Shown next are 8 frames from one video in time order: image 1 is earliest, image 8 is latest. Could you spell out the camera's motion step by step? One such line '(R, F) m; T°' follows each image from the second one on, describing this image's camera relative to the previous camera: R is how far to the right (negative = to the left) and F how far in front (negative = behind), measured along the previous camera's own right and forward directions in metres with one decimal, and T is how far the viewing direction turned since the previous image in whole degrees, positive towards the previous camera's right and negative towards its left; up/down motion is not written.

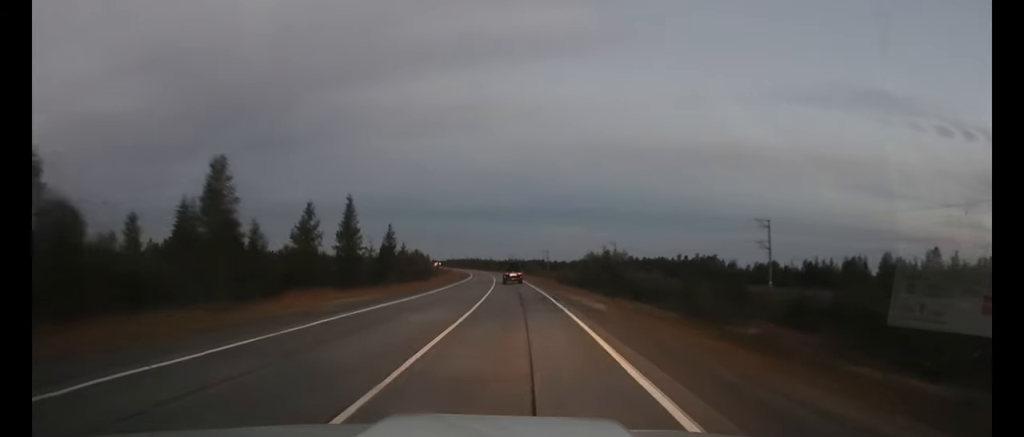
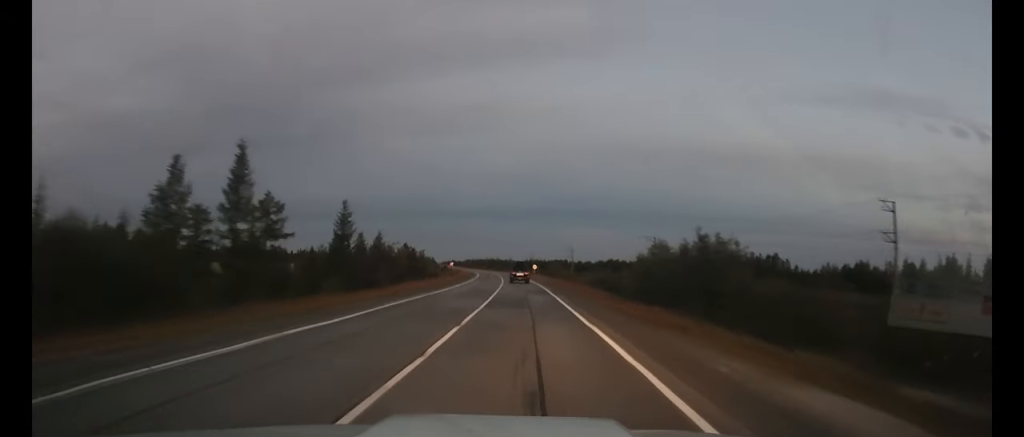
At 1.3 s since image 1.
(-0.5, +29.1) m; -2°
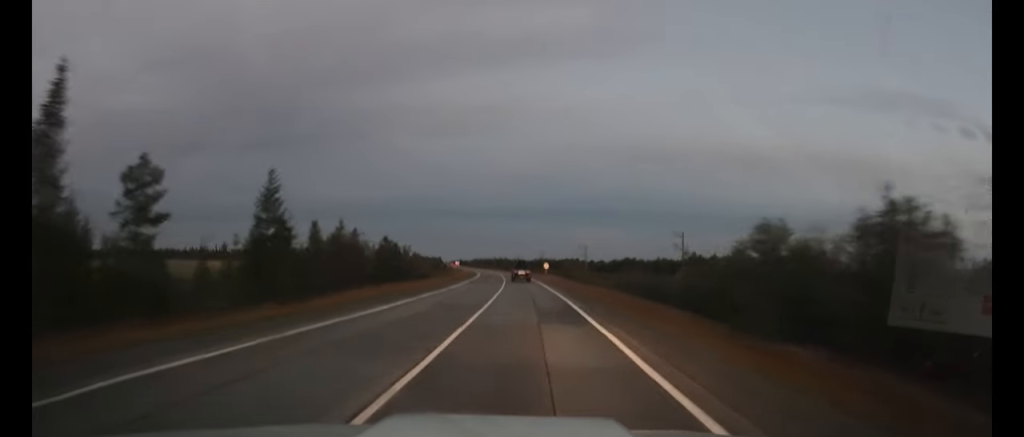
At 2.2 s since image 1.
(-0.2, +18.7) m; -1°
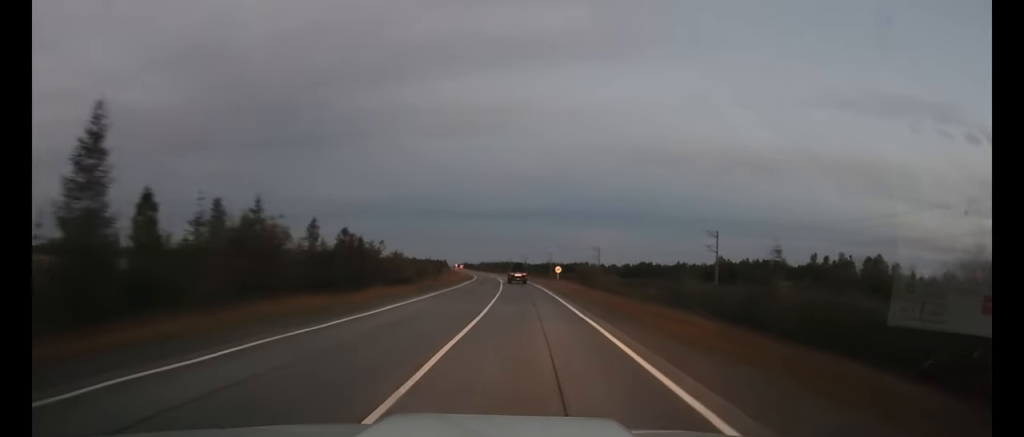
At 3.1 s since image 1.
(-0.2, +19.2) m; -1°
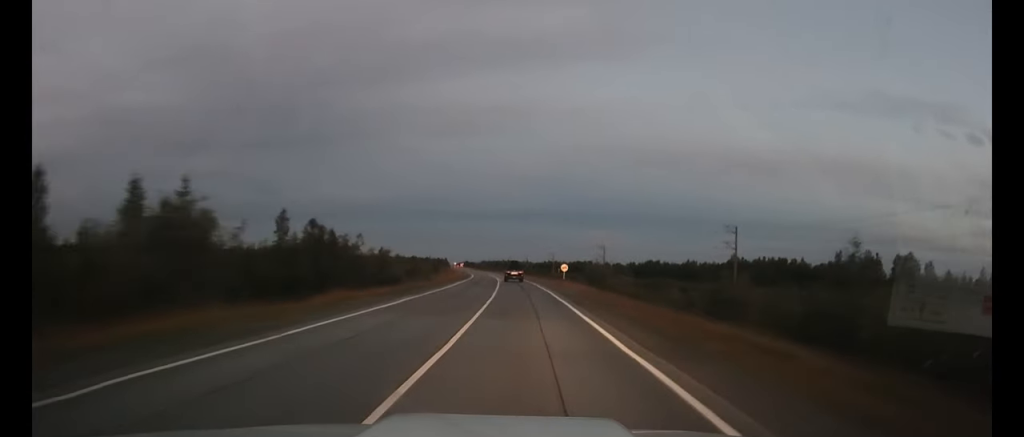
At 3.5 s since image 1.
(0.0, +9.2) m; 0°
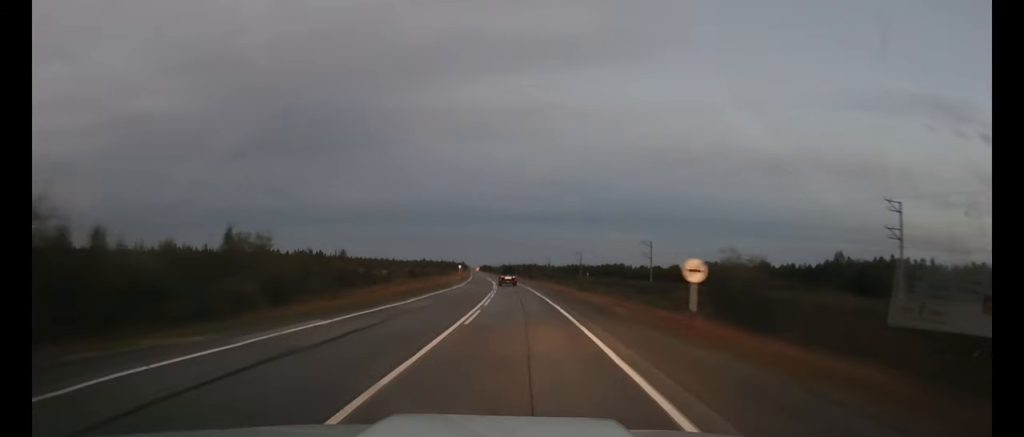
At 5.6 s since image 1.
(-0.5, +43.0) m; -2°
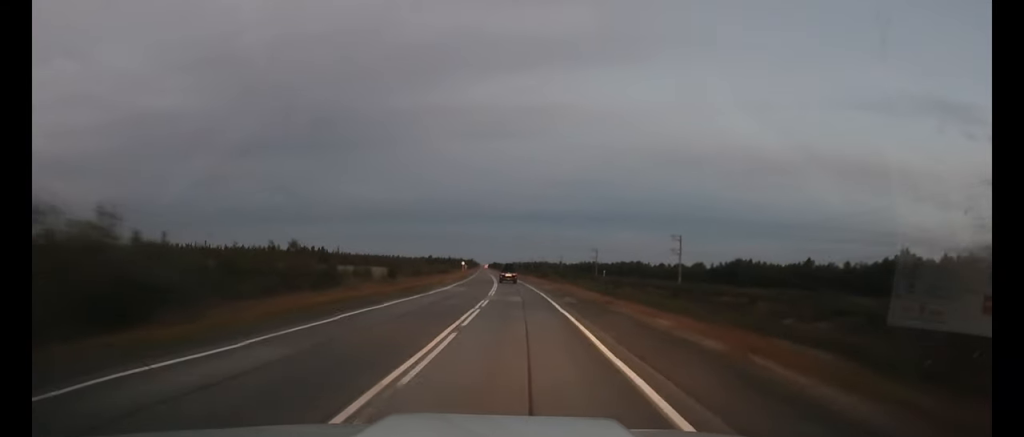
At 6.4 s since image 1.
(-0.1, +17.8) m; -1°
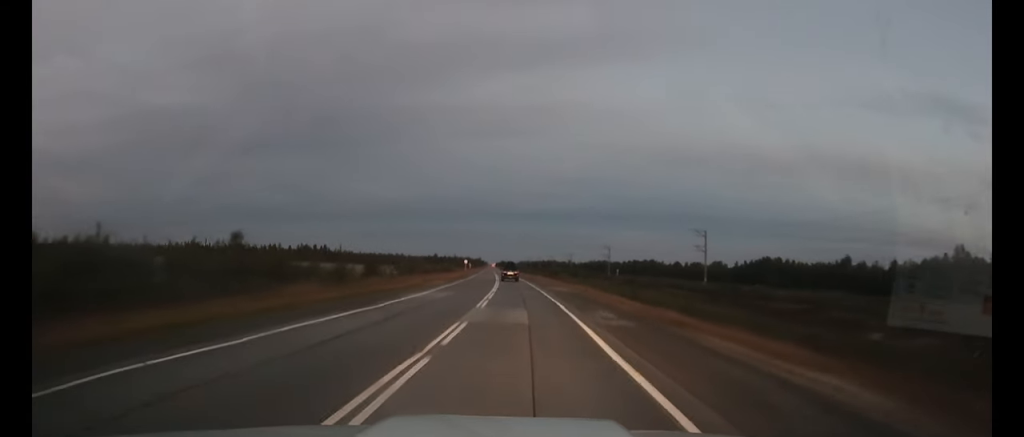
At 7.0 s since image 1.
(0.0, +12.2) m; -1°
